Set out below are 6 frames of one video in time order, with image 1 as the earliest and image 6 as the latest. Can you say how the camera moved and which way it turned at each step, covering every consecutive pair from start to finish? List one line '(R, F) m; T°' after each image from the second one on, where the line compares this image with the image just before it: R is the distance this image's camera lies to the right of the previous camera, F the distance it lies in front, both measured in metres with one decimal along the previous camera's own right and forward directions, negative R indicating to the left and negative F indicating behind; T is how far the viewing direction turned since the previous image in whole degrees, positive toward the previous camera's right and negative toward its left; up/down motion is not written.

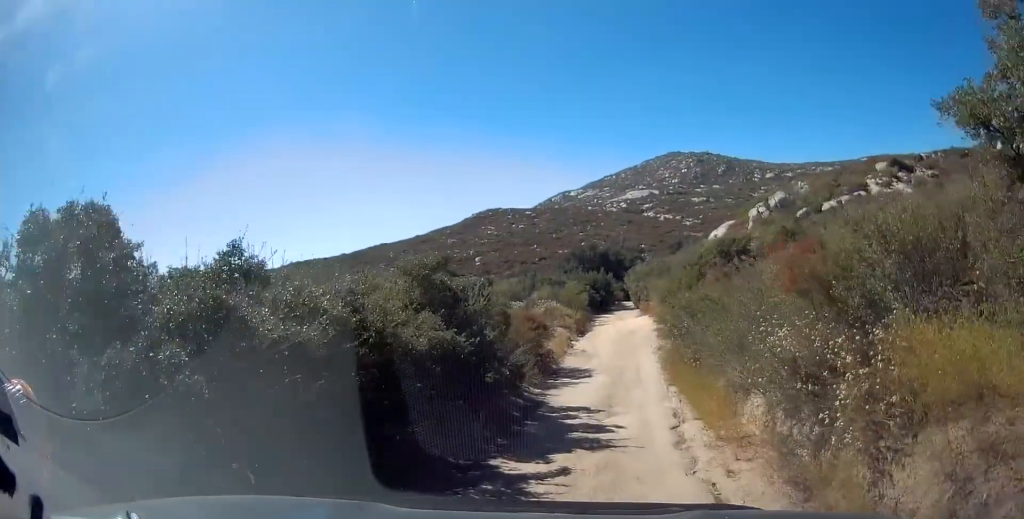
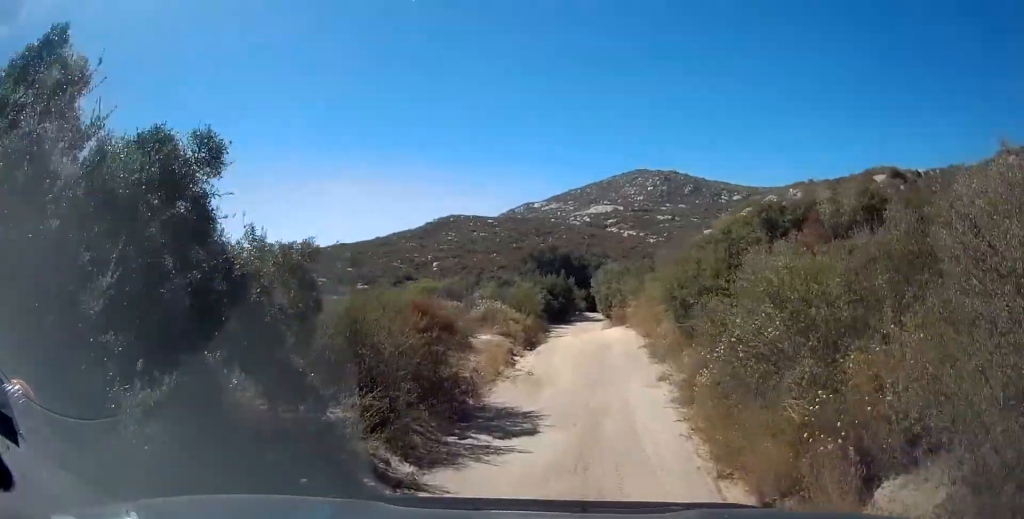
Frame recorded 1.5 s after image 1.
(0.0, +8.3) m; +3°
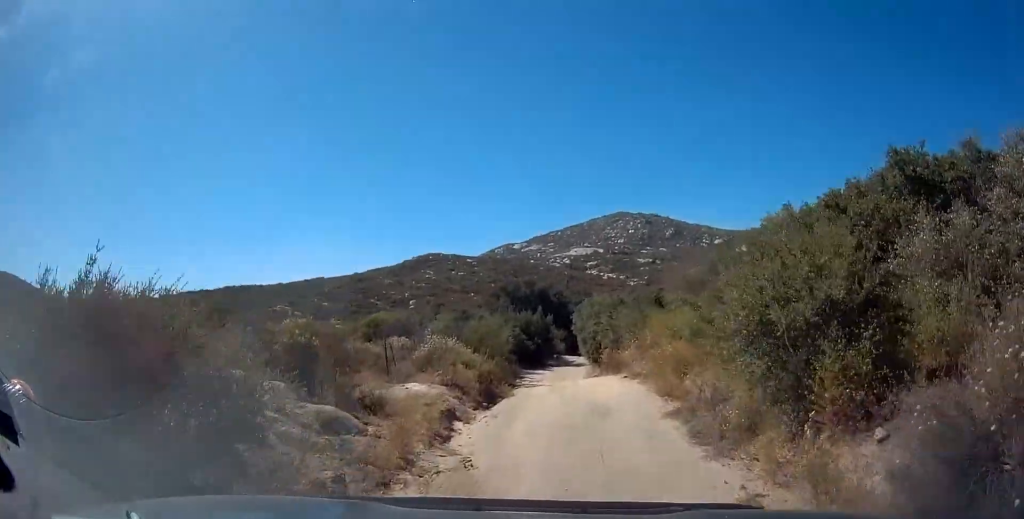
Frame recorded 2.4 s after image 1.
(+0.2, +6.1) m; +1°
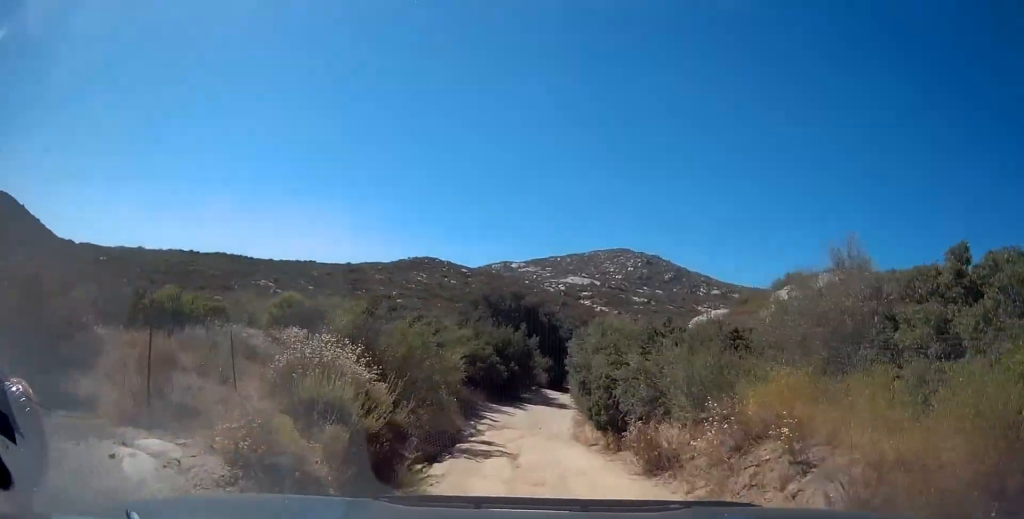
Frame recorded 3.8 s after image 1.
(-0.3, +9.7) m; 0°
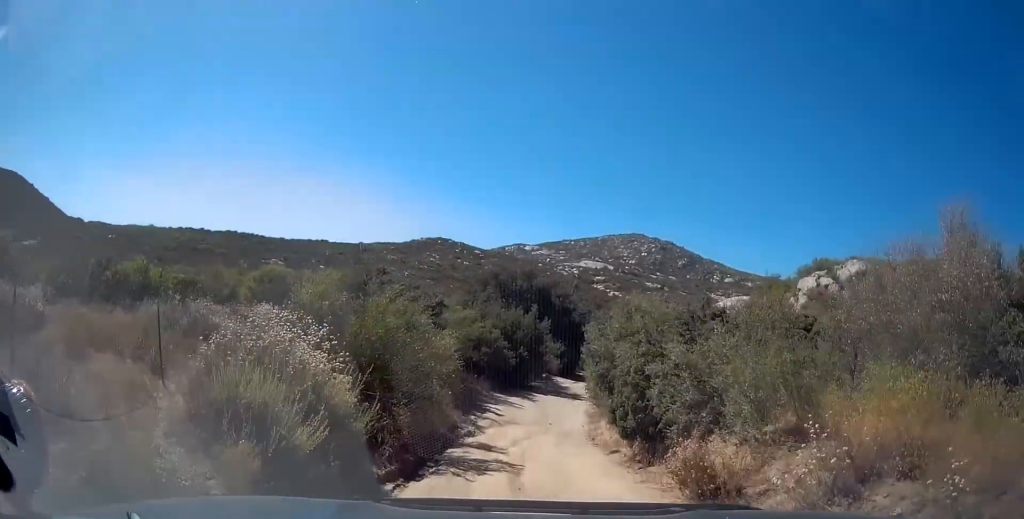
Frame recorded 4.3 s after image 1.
(+0.1, +2.5) m; +1°
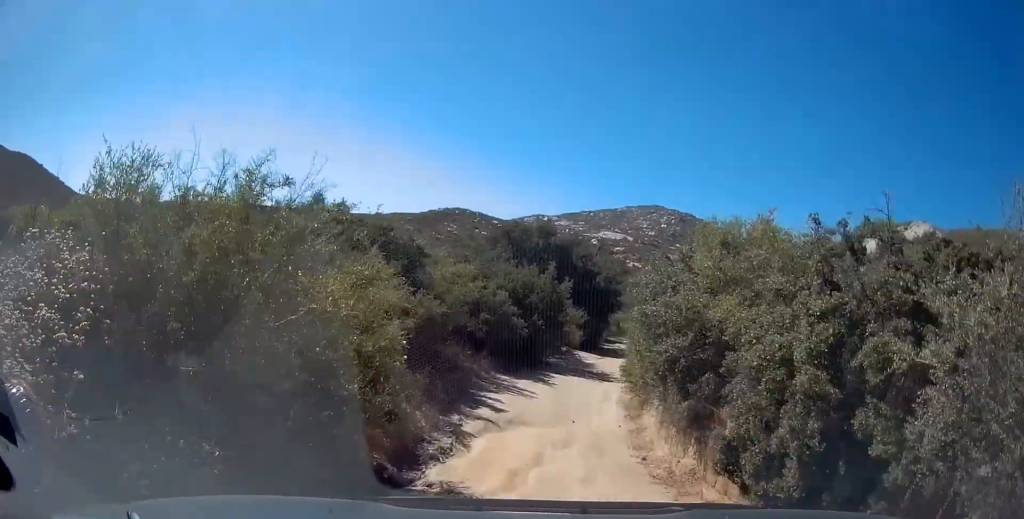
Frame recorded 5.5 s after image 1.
(+0.2, +5.3) m; 0°
